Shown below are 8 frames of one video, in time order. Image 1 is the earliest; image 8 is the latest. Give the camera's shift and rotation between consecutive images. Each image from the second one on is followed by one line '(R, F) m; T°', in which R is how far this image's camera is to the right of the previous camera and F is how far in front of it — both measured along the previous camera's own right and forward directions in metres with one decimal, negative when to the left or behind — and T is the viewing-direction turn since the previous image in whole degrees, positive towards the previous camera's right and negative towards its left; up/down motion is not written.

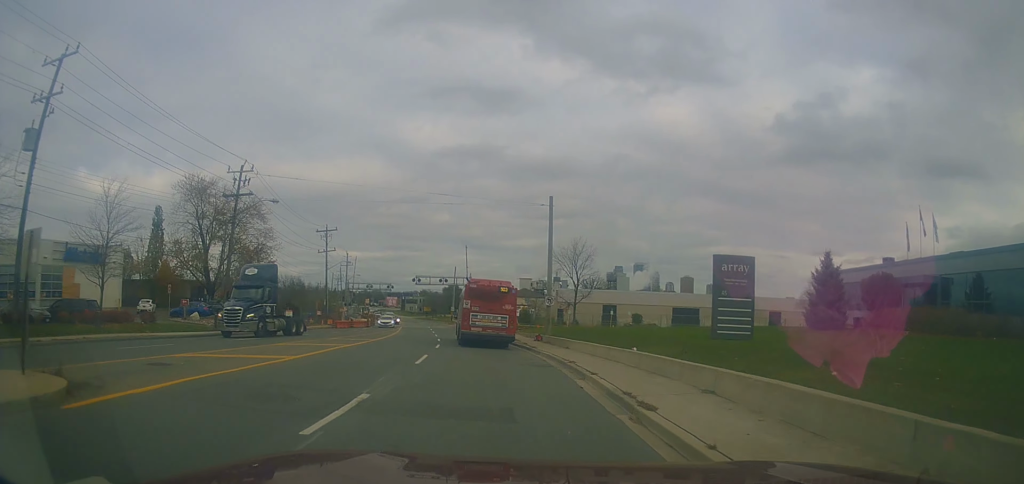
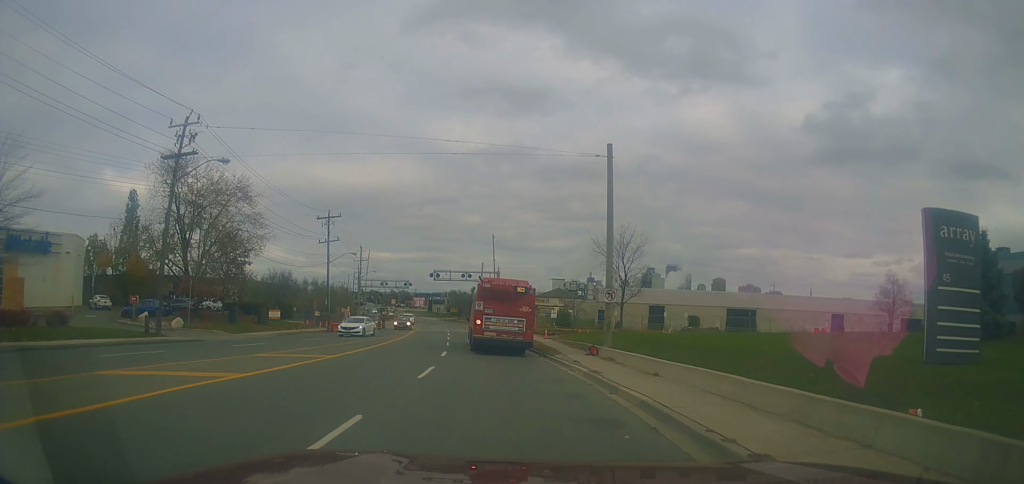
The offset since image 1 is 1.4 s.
(-1.1, +12.8) m; -7°
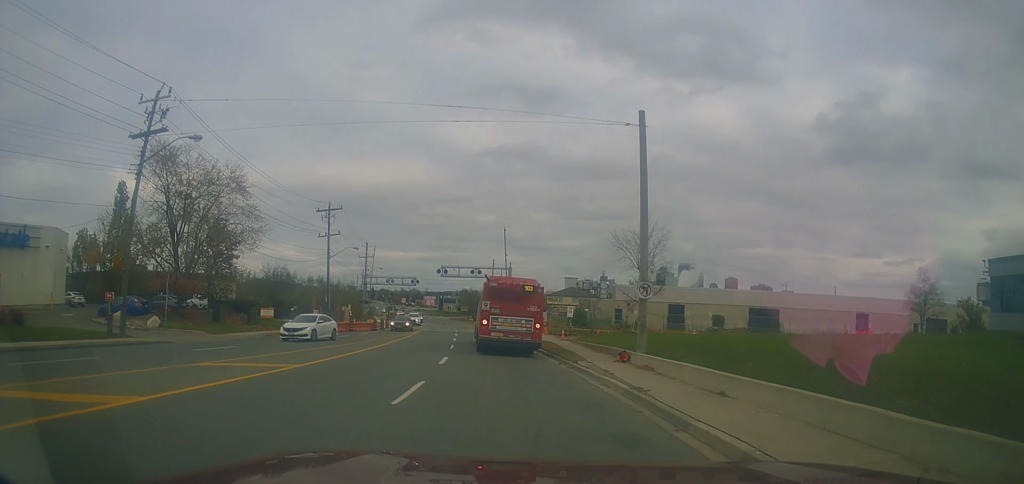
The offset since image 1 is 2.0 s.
(0.0, +4.5) m; 0°
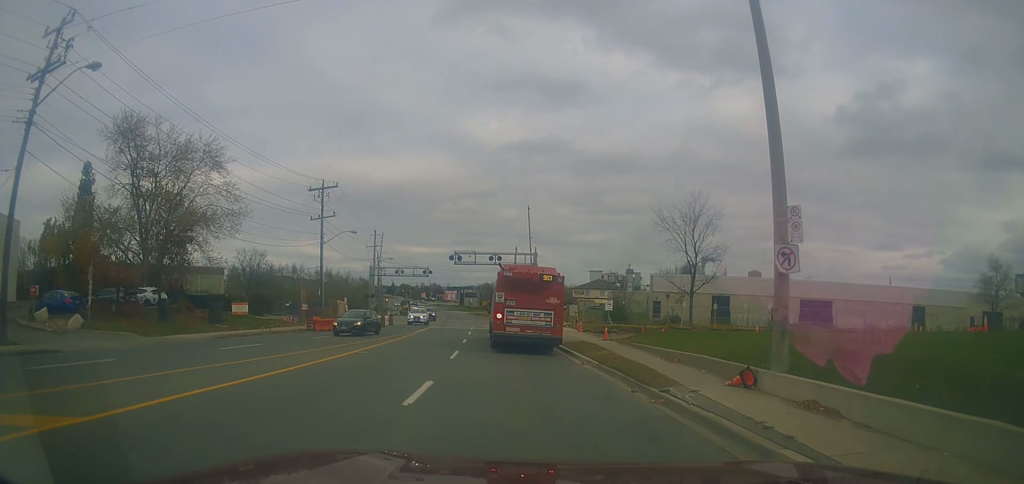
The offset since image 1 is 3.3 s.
(+0.4, +9.6) m; 0°
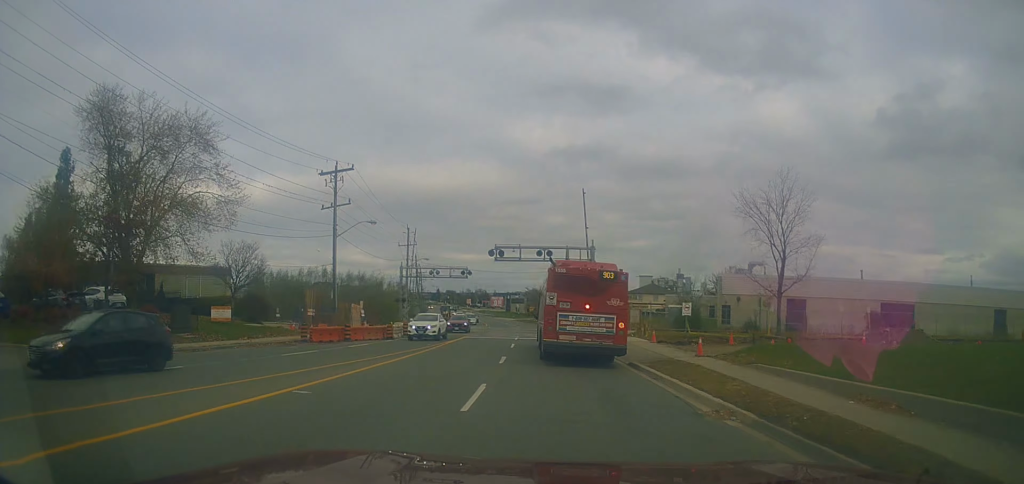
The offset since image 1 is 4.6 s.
(-0.6, +9.0) m; -11°
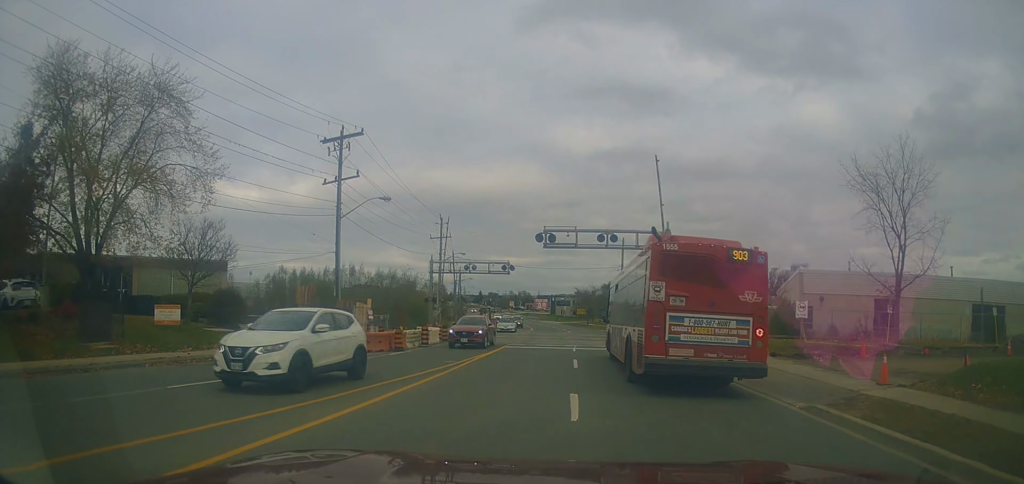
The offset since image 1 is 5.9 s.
(-0.4, +9.4) m; +1°
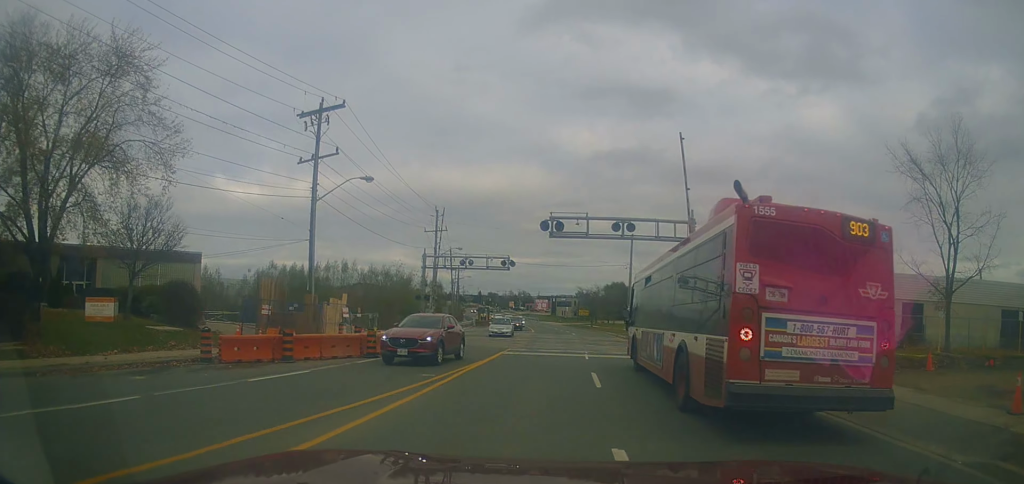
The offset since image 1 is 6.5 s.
(+0.3, +4.5) m; +2°
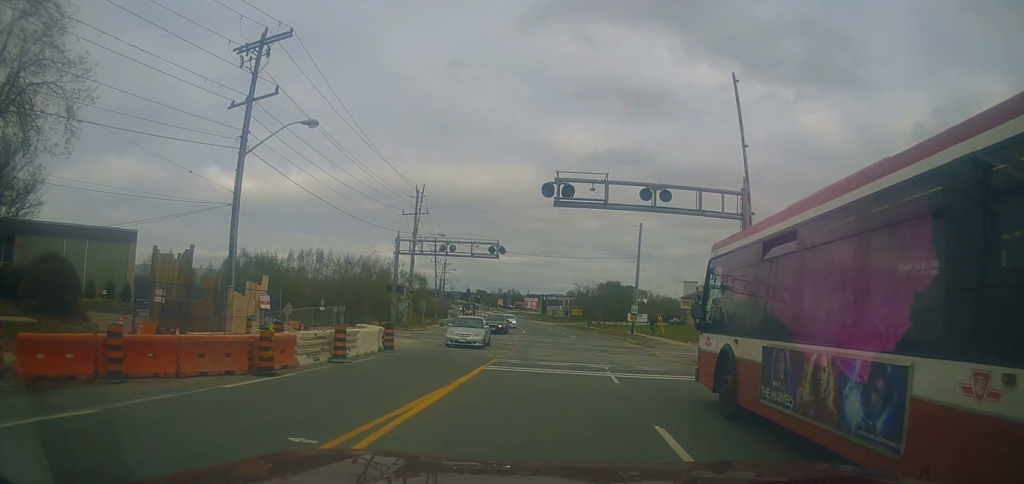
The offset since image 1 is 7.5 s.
(-0.1, +7.7) m; -4°
